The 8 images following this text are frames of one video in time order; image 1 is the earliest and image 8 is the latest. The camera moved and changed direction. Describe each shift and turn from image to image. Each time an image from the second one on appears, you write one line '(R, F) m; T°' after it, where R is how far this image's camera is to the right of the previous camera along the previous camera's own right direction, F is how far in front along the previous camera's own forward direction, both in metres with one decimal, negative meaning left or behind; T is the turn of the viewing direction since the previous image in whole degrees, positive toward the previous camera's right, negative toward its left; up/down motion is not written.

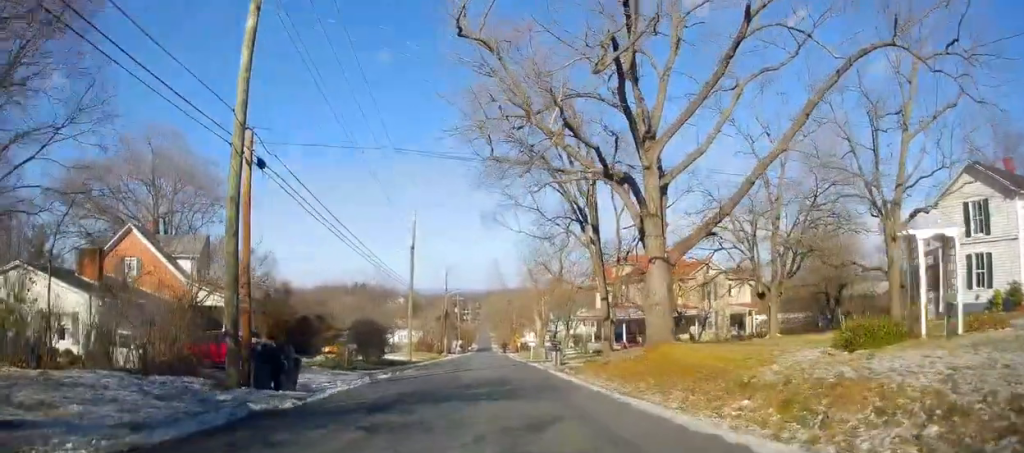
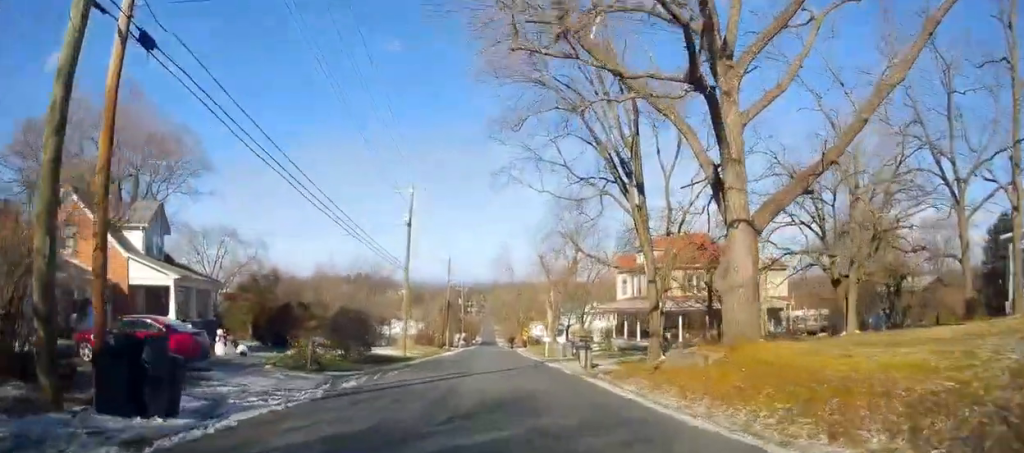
(-0.1, +6.6) m; +2°
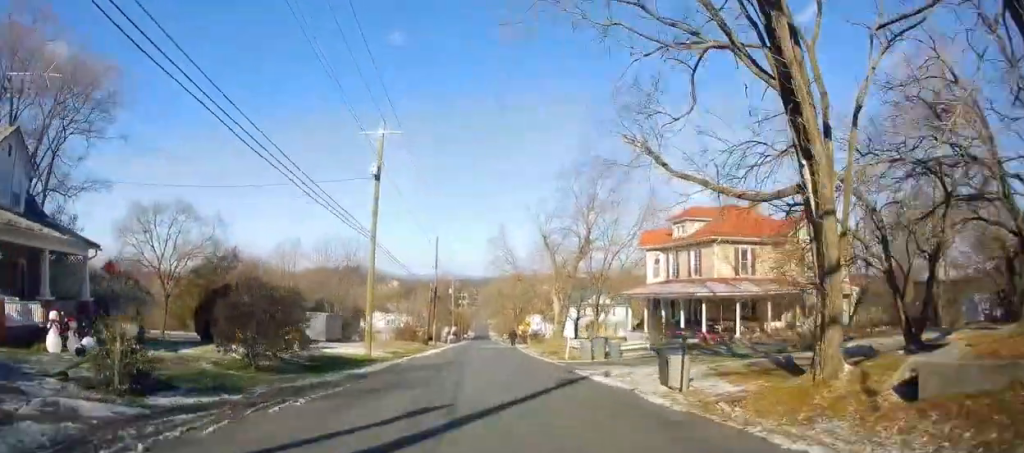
(+0.2, +10.7) m; -1°
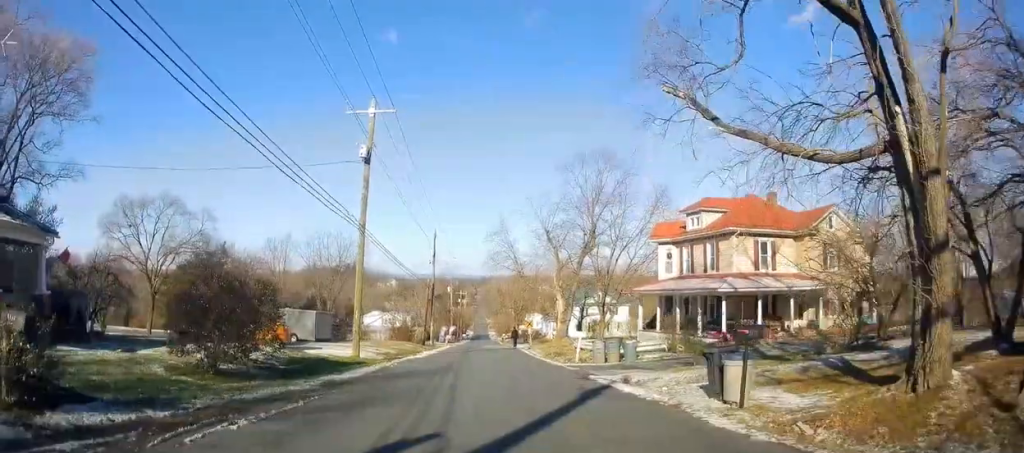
(-0.1, +2.7) m; -1°
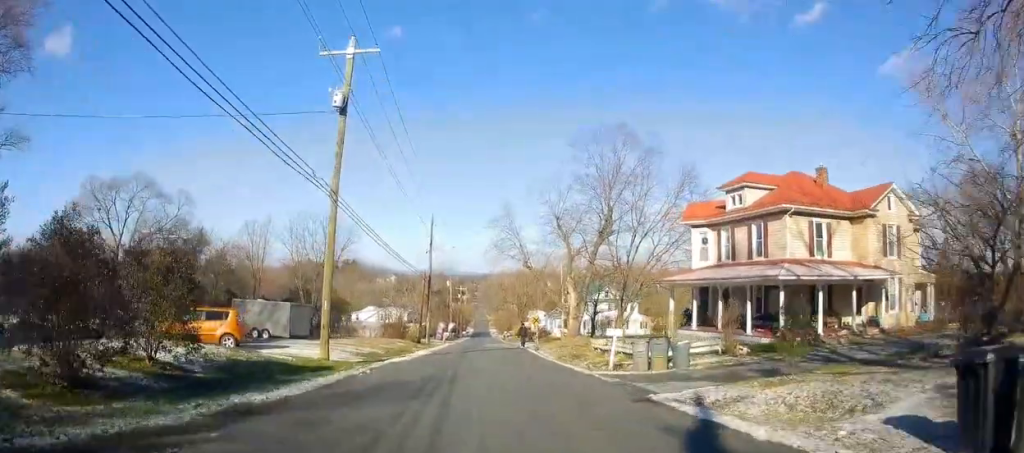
(-0.1, +5.8) m; -1°
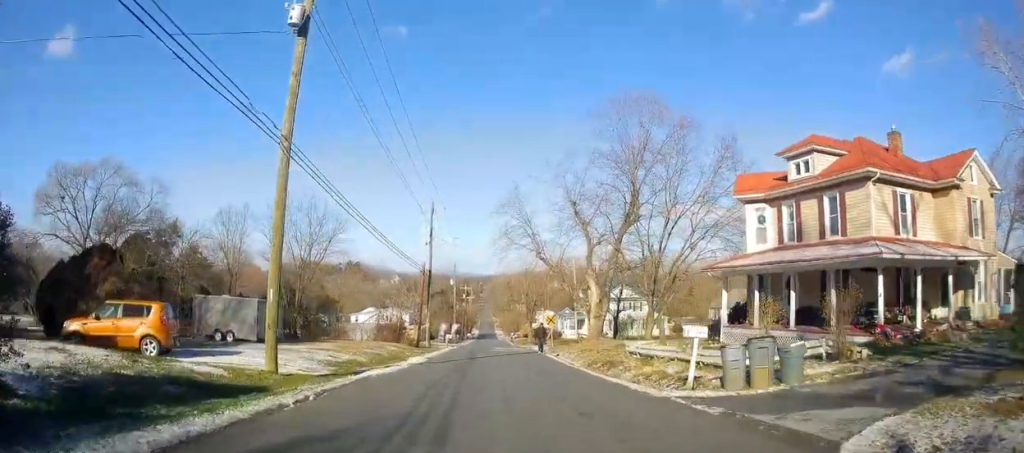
(0.0, +6.2) m; +2°
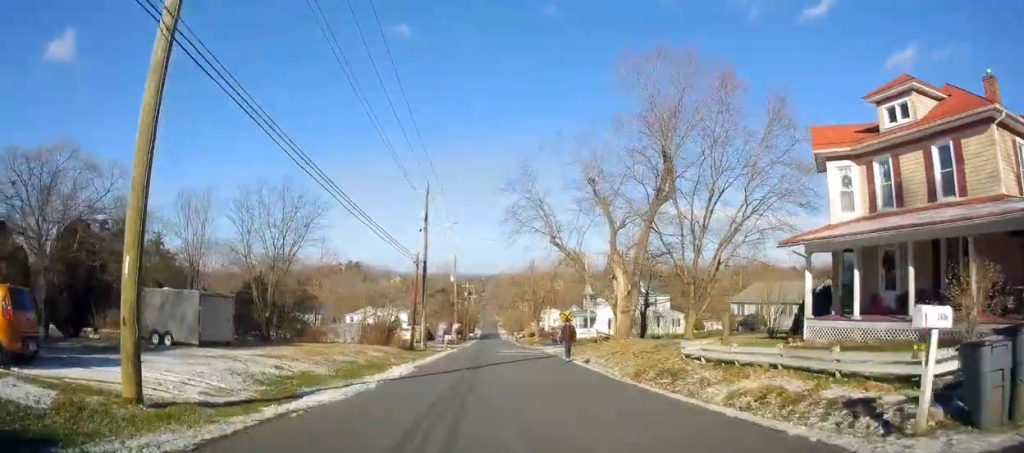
(+0.3, +7.0) m; +3°
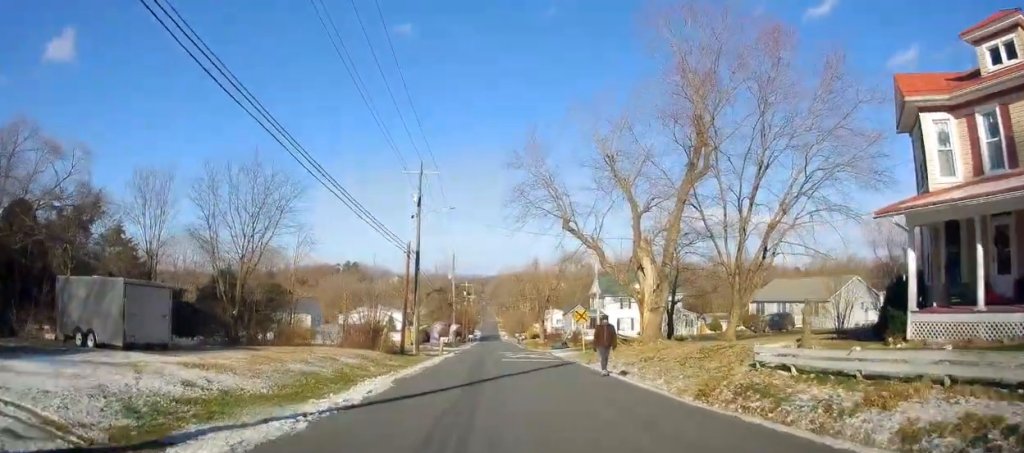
(+0.1, +5.9) m; -1°
